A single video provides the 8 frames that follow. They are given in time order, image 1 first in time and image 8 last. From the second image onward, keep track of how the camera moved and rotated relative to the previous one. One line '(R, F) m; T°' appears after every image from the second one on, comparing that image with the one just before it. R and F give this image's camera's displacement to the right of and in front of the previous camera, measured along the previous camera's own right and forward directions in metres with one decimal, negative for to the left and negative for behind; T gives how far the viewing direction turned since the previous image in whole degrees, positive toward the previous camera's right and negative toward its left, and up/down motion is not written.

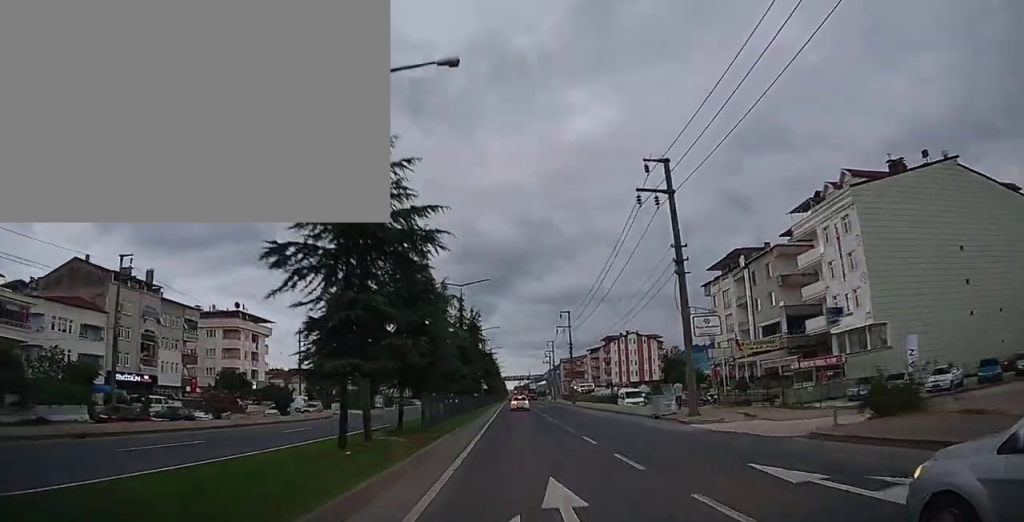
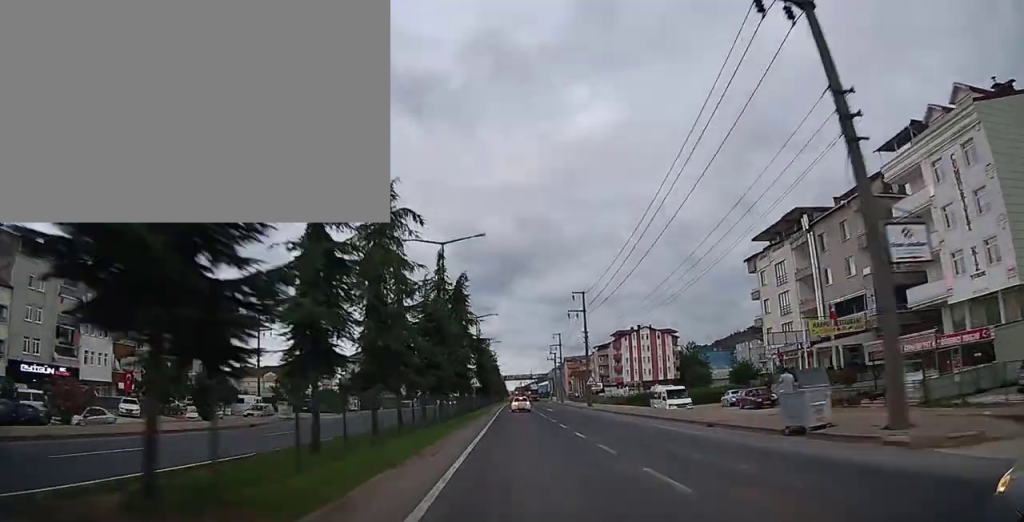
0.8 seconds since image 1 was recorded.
(+0.1, +15.0) m; 0°
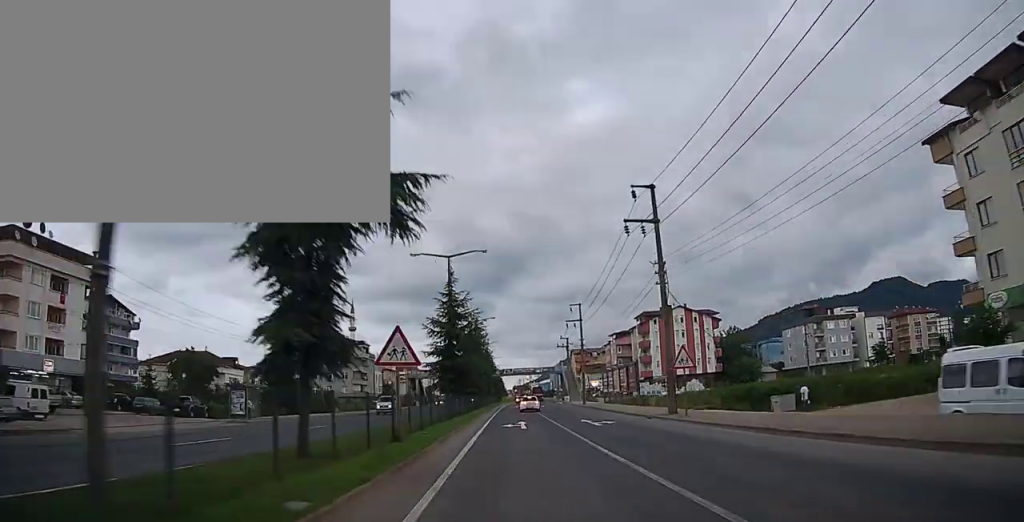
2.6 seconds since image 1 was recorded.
(-0.3, +31.5) m; 0°
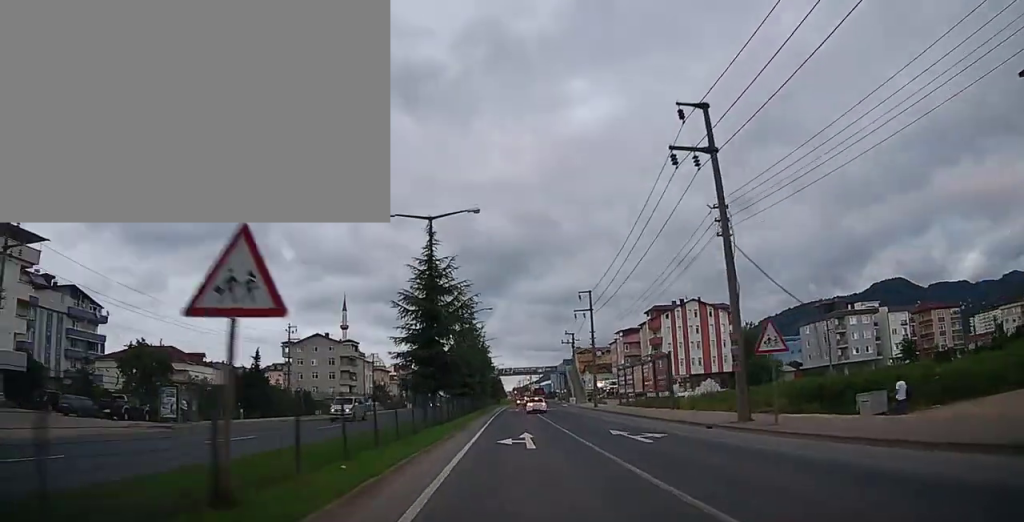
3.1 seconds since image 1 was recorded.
(0.0, +8.6) m; 0°
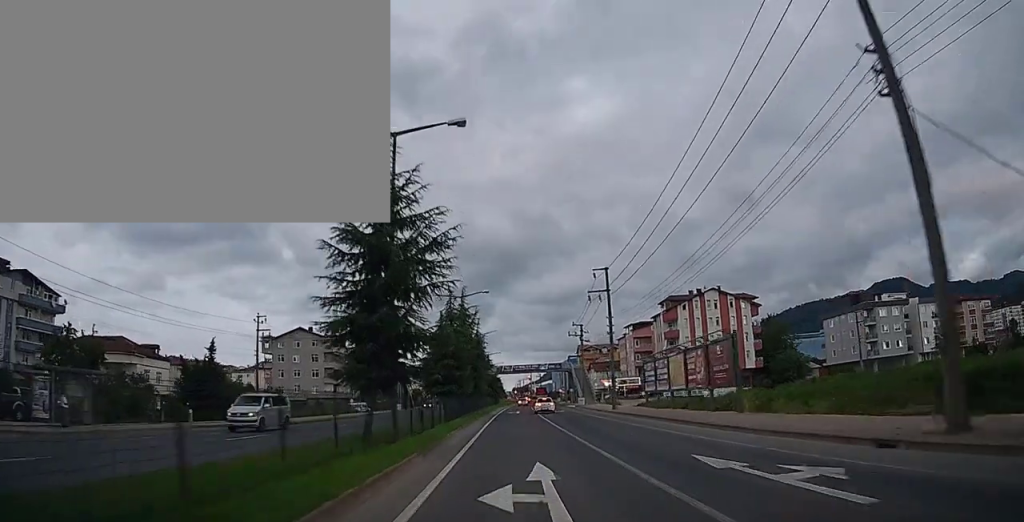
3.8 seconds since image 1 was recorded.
(0.0, +11.0) m; 0°
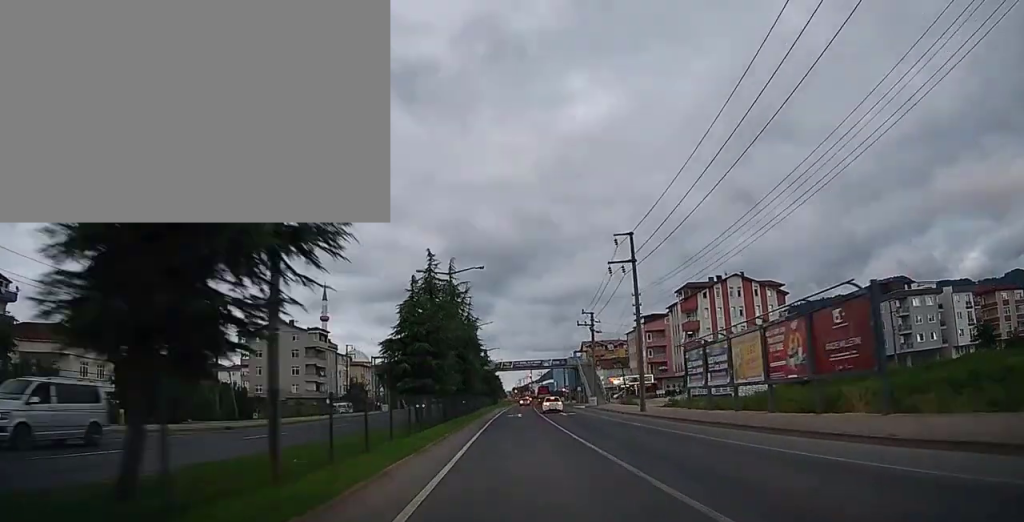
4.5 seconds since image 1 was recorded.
(0.0, +10.0) m; 0°
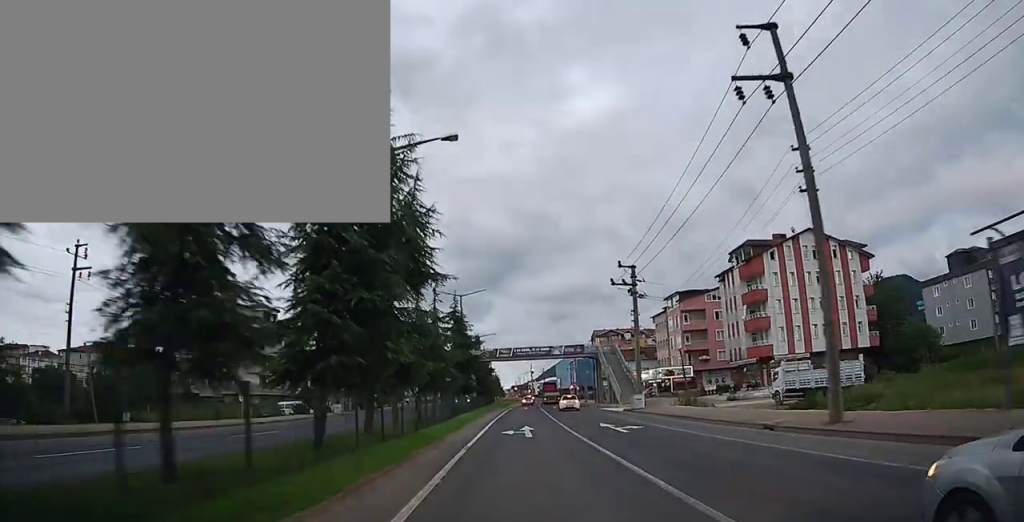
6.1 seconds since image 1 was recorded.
(+0.2, +23.5) m; +1°
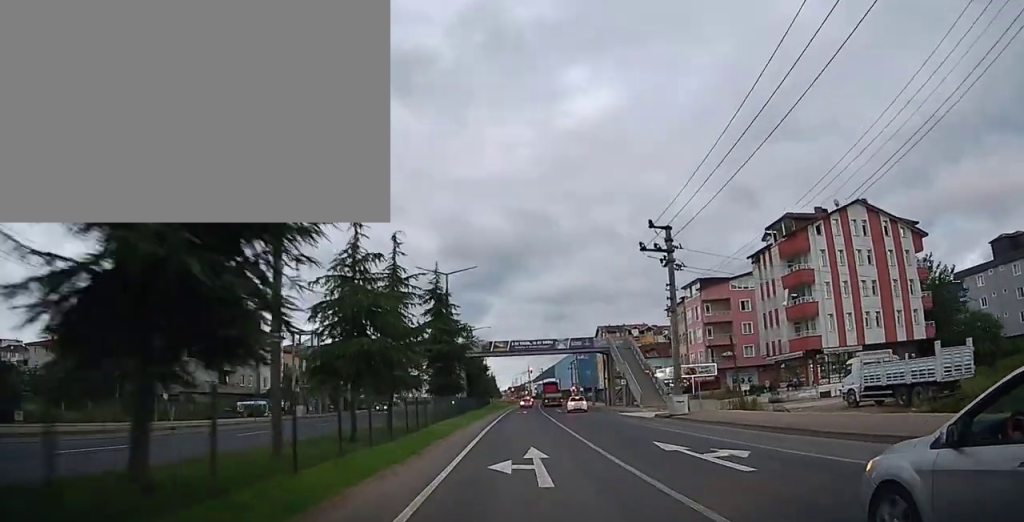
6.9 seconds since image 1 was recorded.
(+0.1, +10.9) m; +1°
